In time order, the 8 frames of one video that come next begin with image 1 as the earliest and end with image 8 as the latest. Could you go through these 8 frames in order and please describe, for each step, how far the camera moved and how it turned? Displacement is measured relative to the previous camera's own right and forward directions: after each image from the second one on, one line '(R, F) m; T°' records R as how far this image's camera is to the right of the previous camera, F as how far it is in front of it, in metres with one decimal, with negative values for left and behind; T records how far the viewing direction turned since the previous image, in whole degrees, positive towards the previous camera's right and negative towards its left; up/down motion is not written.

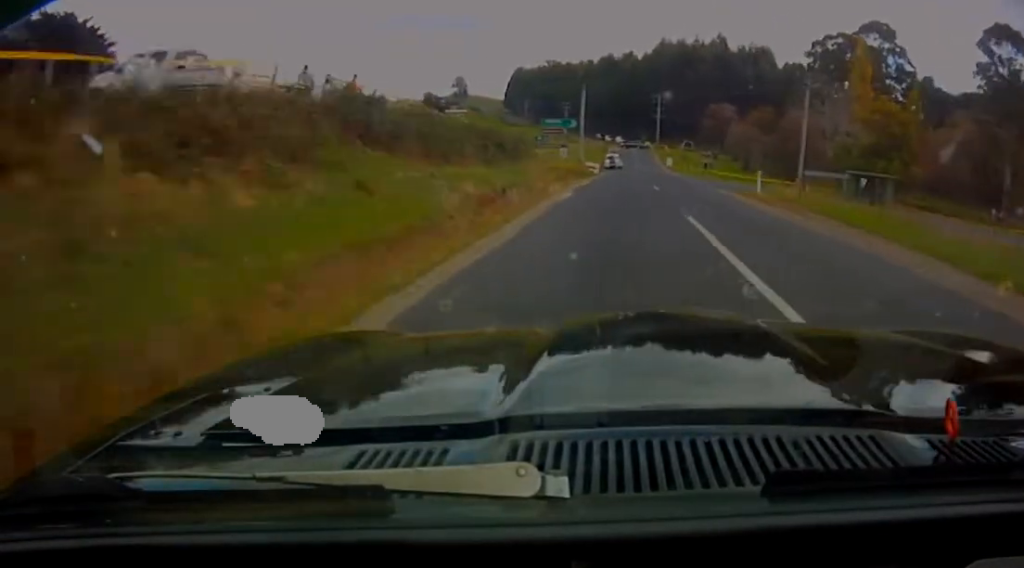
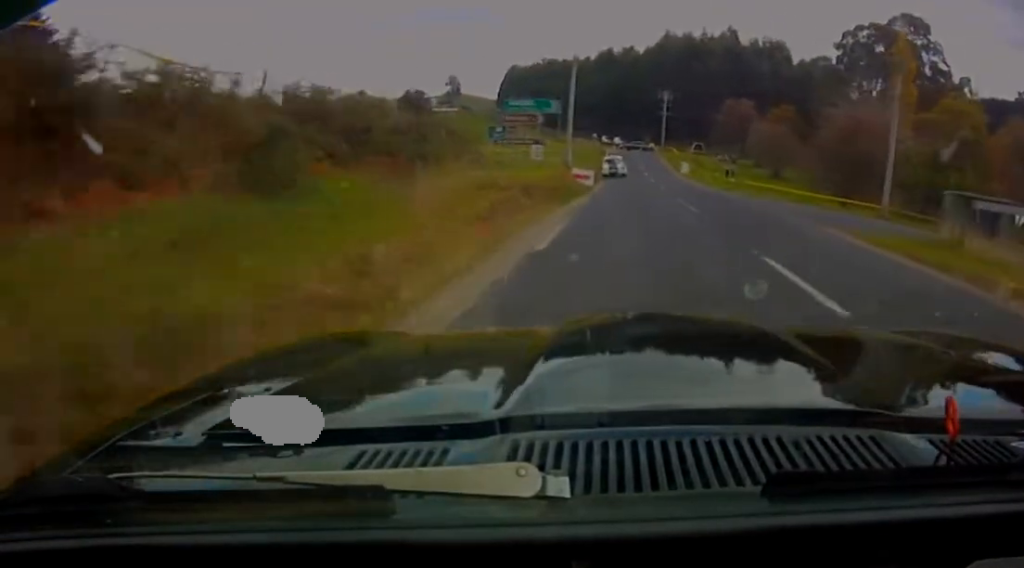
(+0.1, +14.7) m; +15°
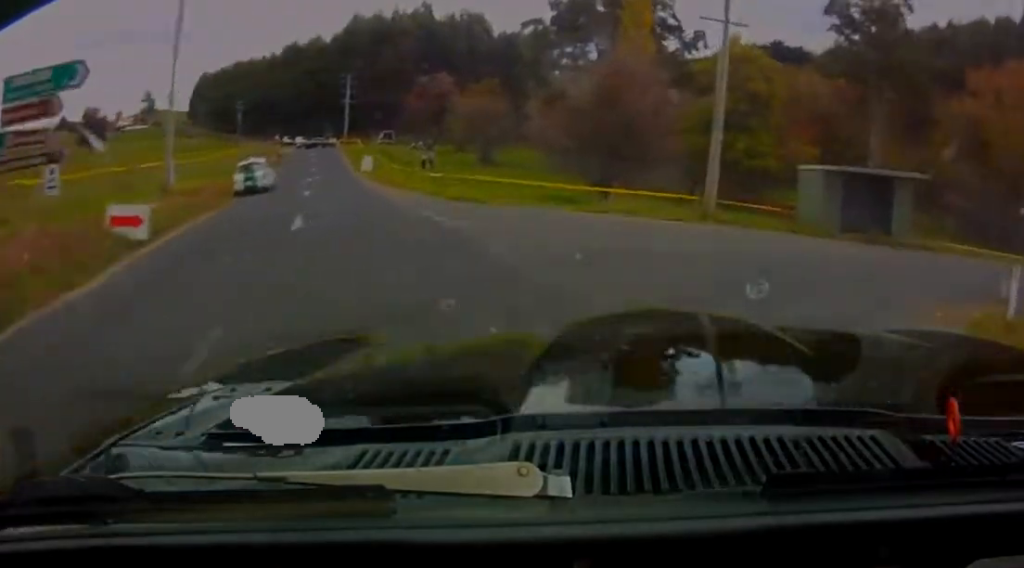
(+5.4, +13.2) m; +41°
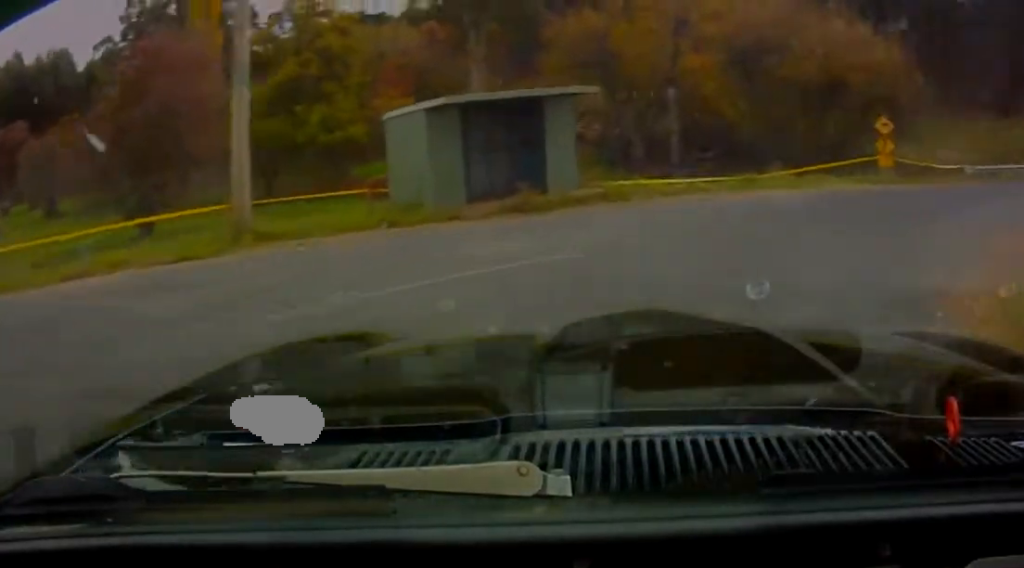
(+2.4, +10.1) m; +23°
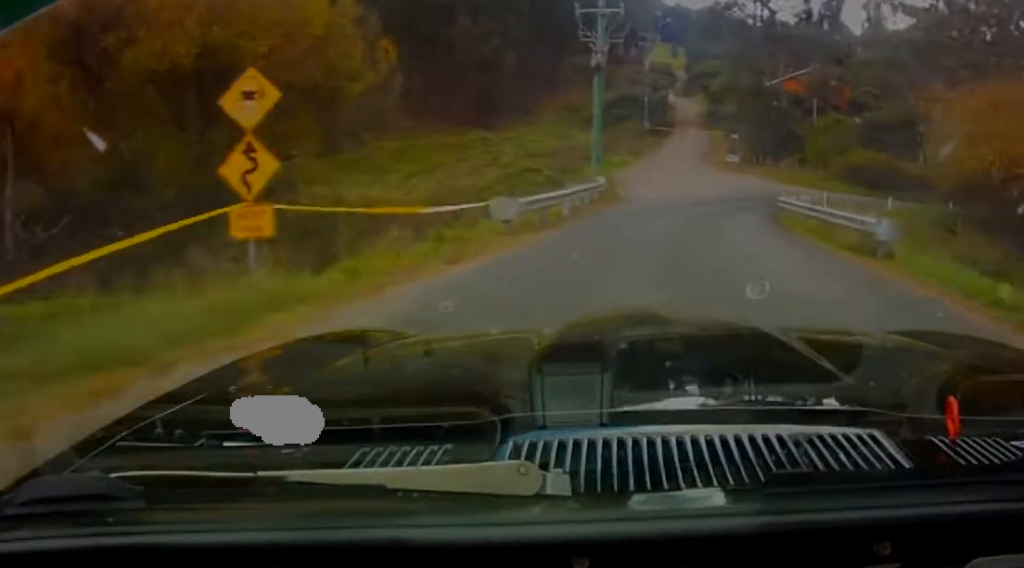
(+6.4, +22.9) m; +27°
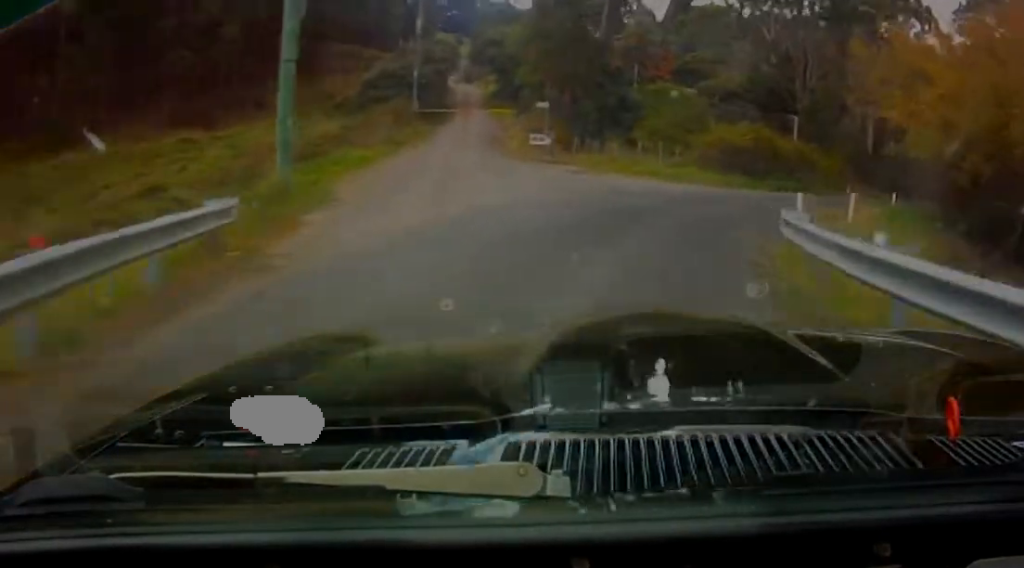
(+2.1, +17.2) m; +16°
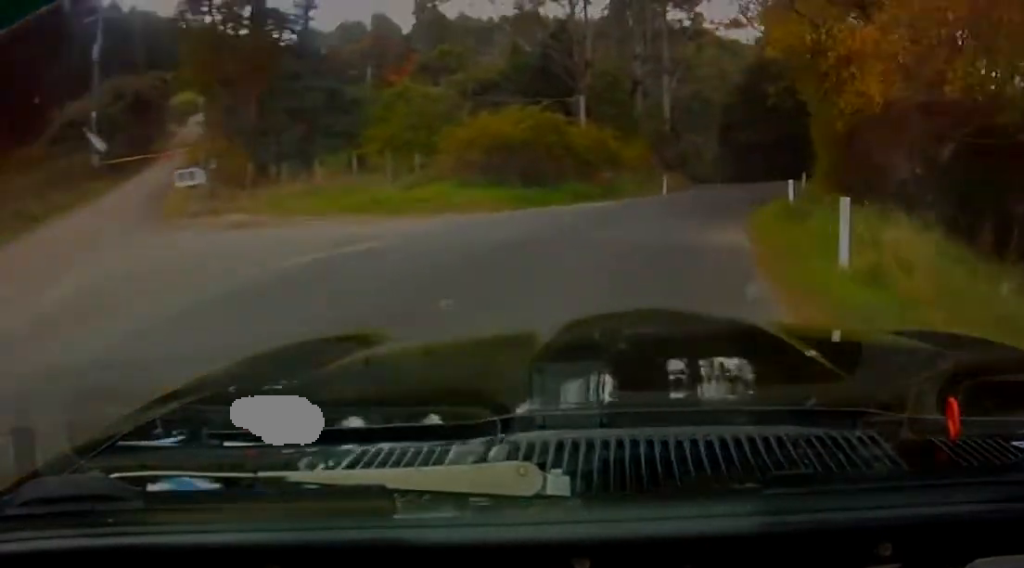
(+1.5, +12.4) m; +11°
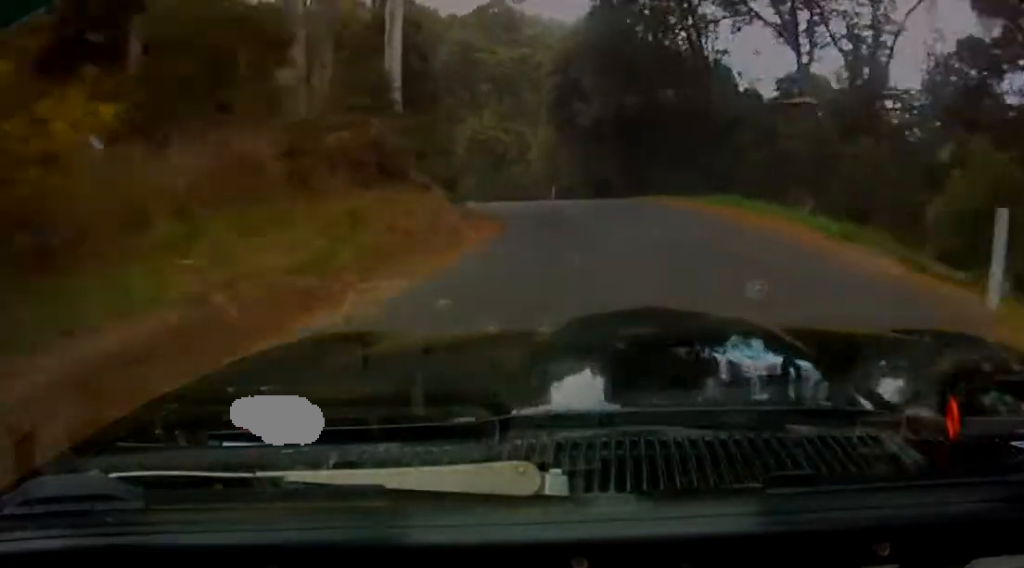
(+3.3, +31.5) m; +4°
